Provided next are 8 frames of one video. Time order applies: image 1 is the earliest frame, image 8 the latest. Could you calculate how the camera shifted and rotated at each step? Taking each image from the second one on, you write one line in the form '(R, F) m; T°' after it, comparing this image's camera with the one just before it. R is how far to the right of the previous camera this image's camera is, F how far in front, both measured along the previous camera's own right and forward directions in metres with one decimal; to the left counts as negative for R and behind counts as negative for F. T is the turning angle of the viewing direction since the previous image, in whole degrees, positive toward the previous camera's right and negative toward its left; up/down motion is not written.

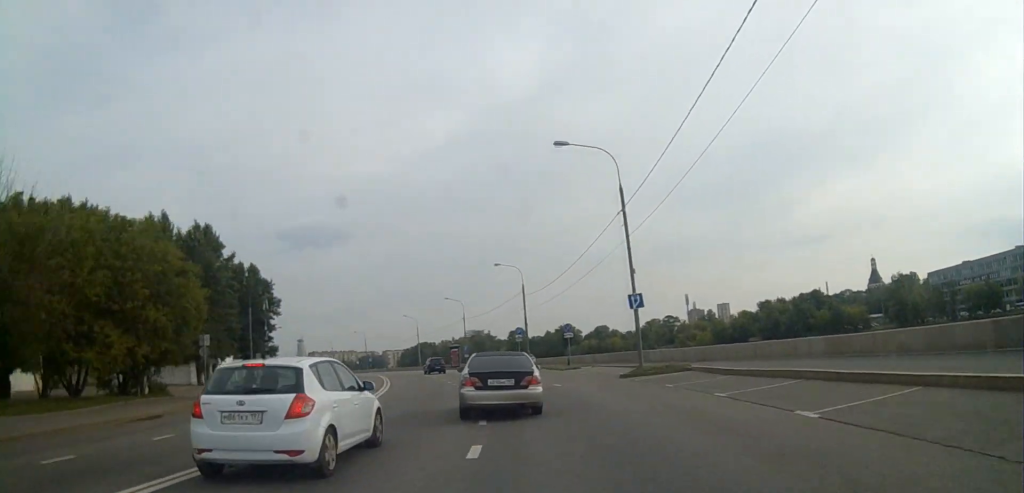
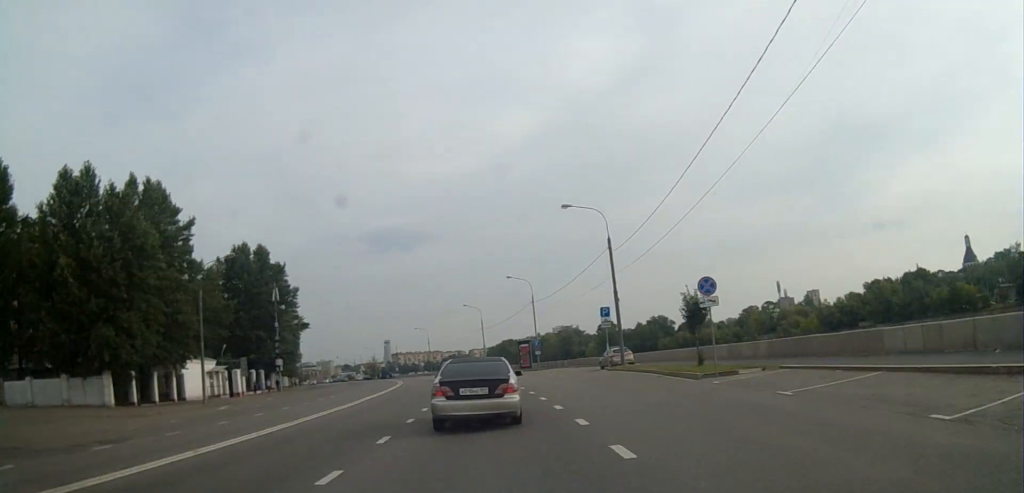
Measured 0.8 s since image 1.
(-1.6, +26.0) m; -8°
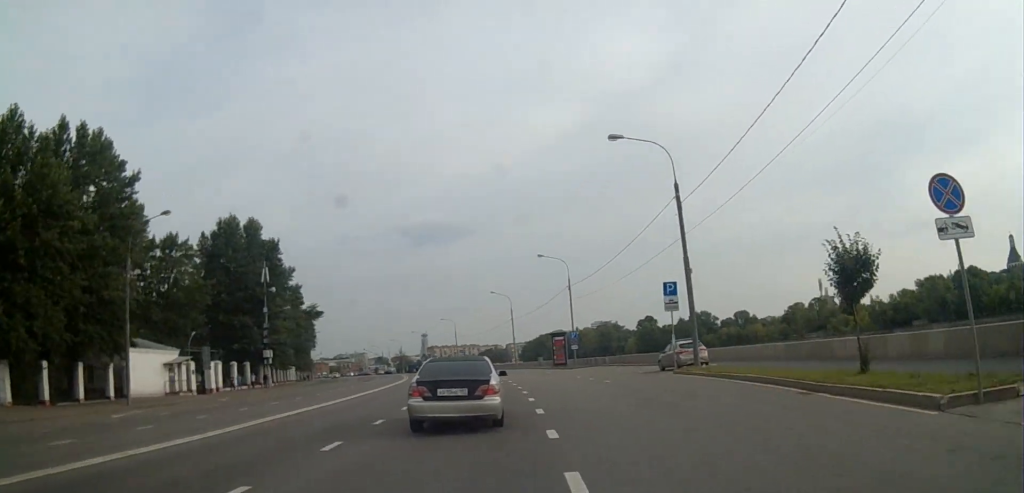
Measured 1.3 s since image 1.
(-0.6, +13.4) m; -3°
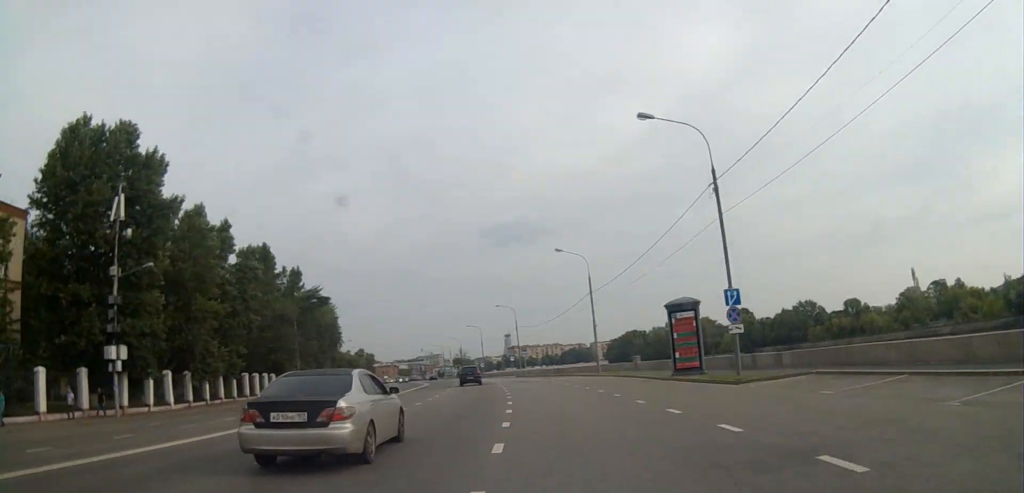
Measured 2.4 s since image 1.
(-2.9, +35.7) m; -7°
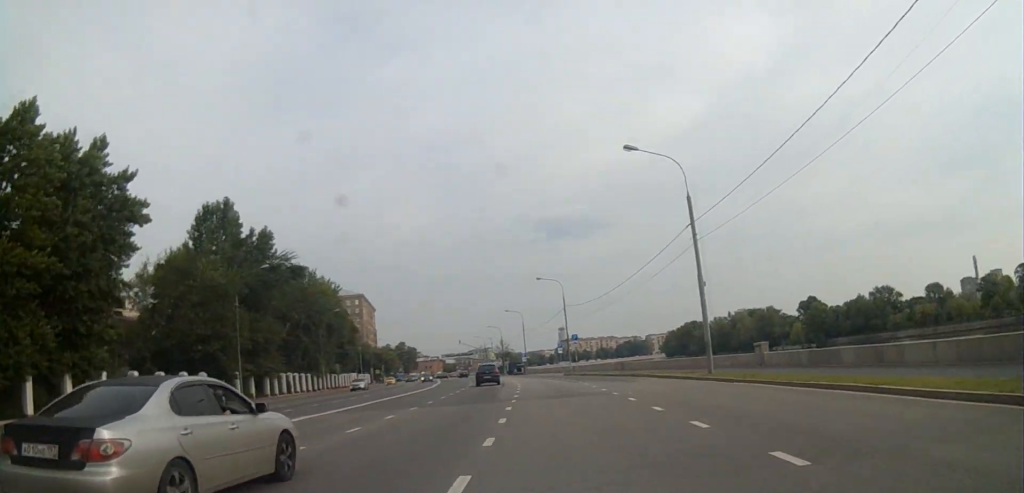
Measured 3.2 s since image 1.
(-0.1, +25.8) m; -5°
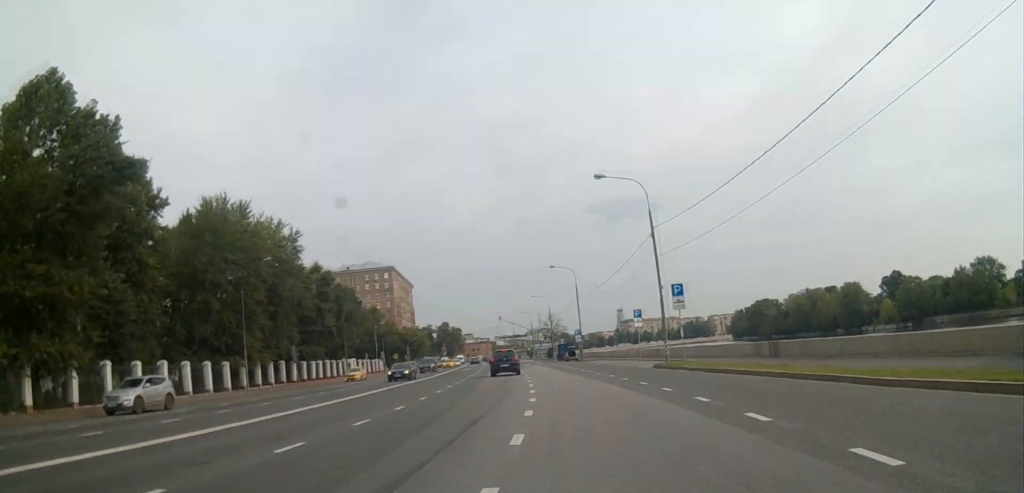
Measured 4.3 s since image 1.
(-3.1, +35.8) m; -8°
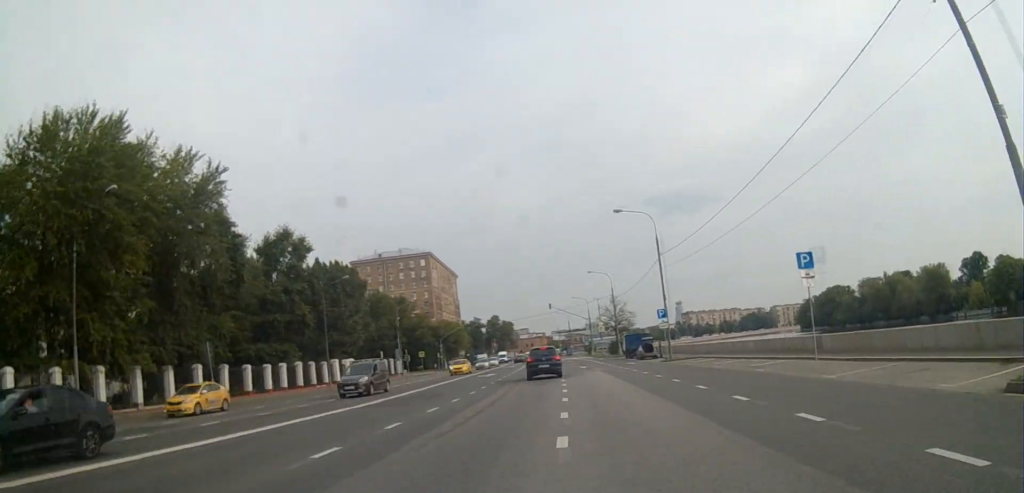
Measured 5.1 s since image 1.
(-0.6, +27.9) m; -6°
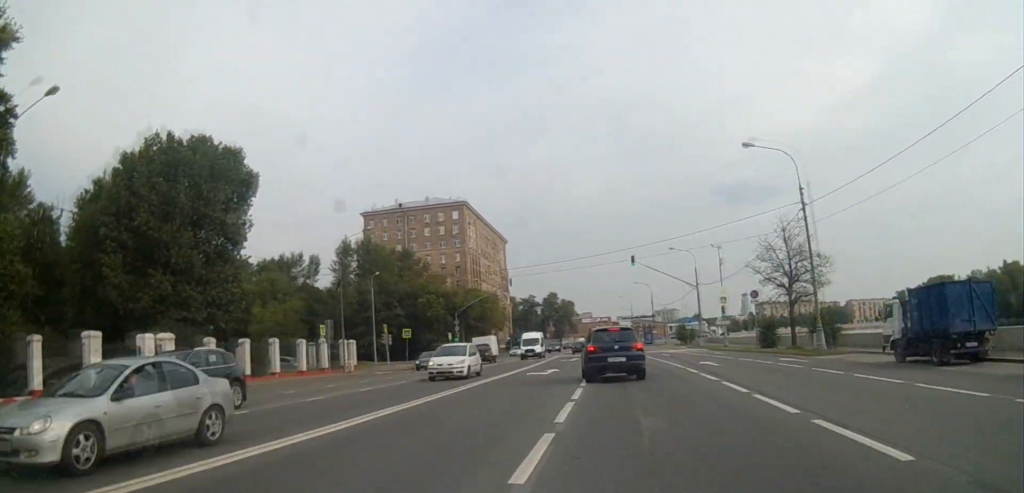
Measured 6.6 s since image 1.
(-4.7, +51.7) m; -5°
